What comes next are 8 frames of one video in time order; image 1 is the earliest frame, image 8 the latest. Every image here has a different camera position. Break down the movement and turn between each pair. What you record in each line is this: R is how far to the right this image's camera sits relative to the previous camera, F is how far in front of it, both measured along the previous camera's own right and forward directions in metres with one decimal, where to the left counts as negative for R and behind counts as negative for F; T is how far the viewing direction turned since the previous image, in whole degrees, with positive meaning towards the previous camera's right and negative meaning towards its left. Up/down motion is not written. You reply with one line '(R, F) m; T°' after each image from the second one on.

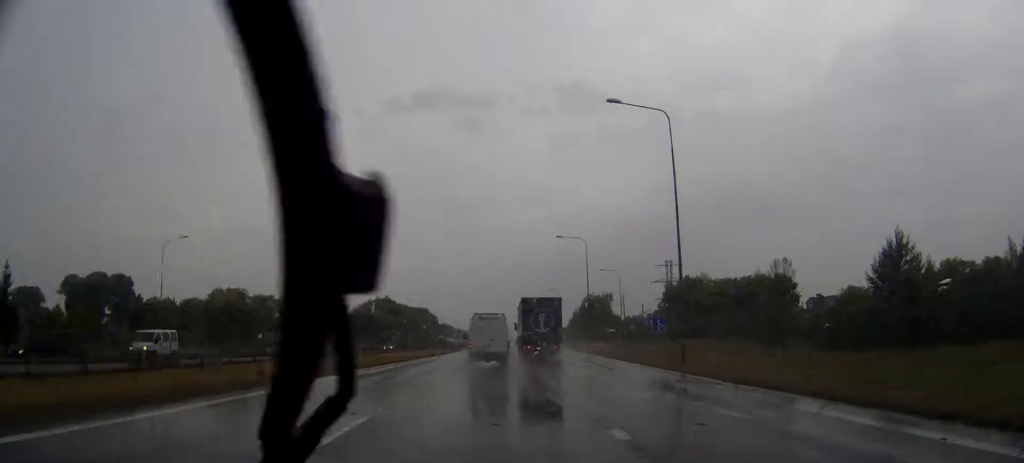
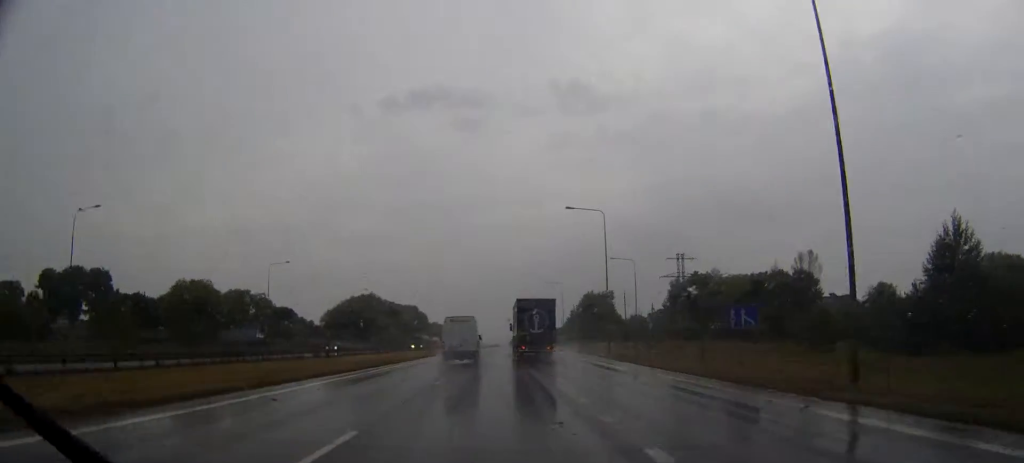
(+0.2, +17.8) m; +1°
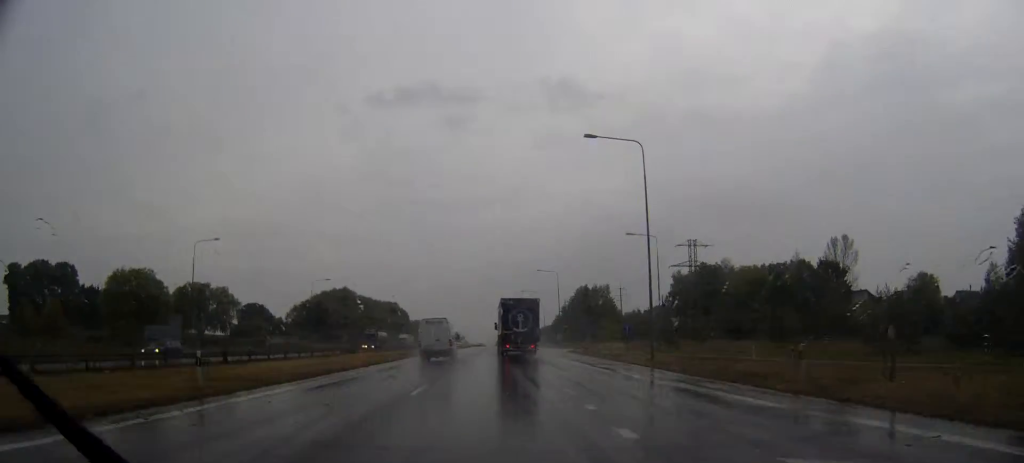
(+0.1, +22.3) m; +1°
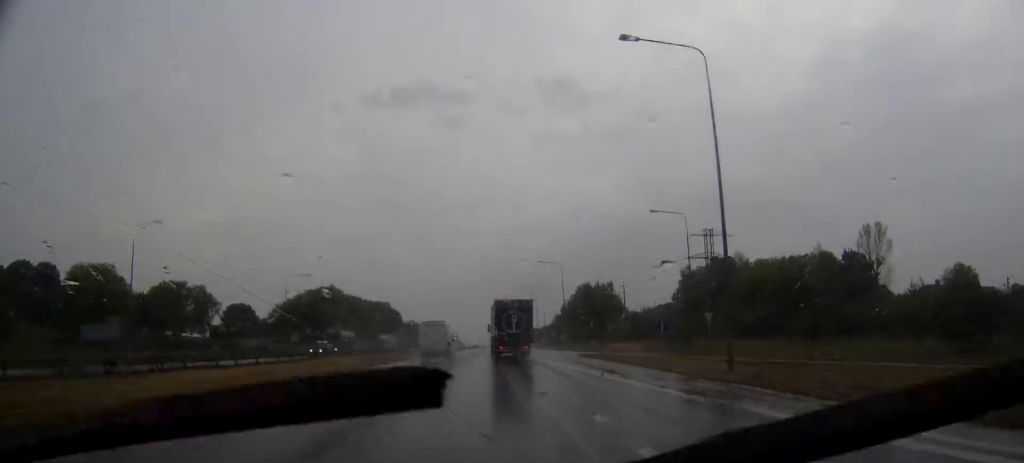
(0.0, +14.1) m; 0°
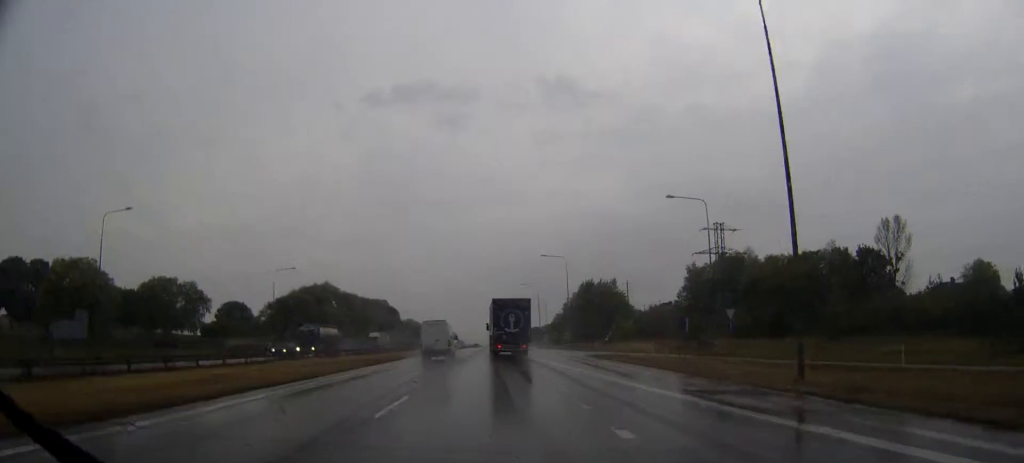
(0.0, +6.4) m; 0°
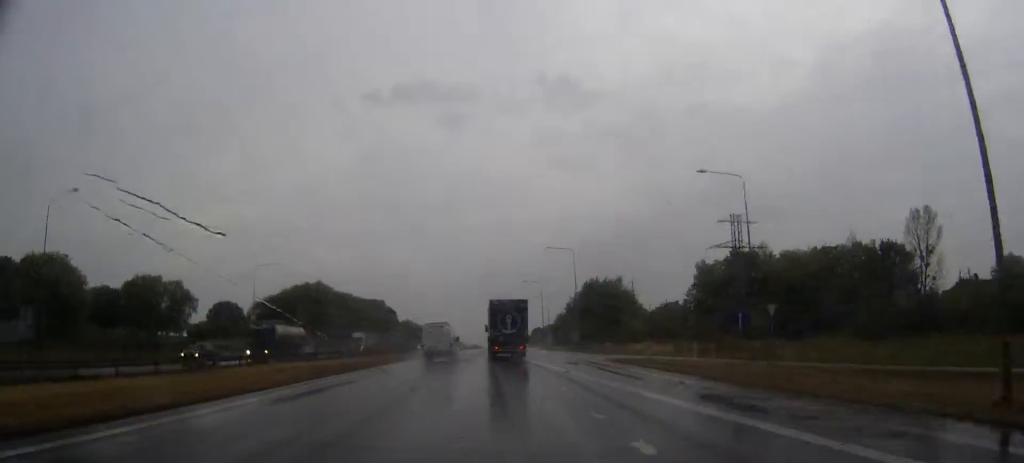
(0.0, +9.3) m; 0°
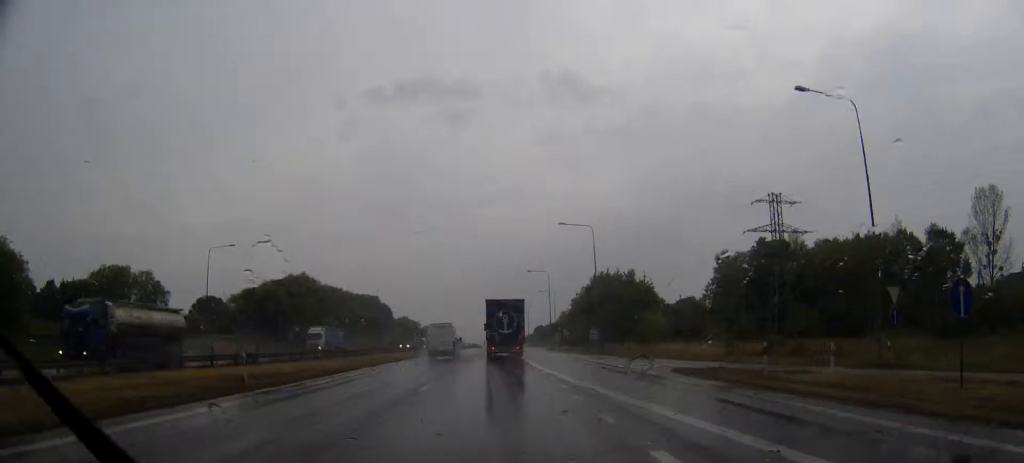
(0.0, +17.0) m; 0°
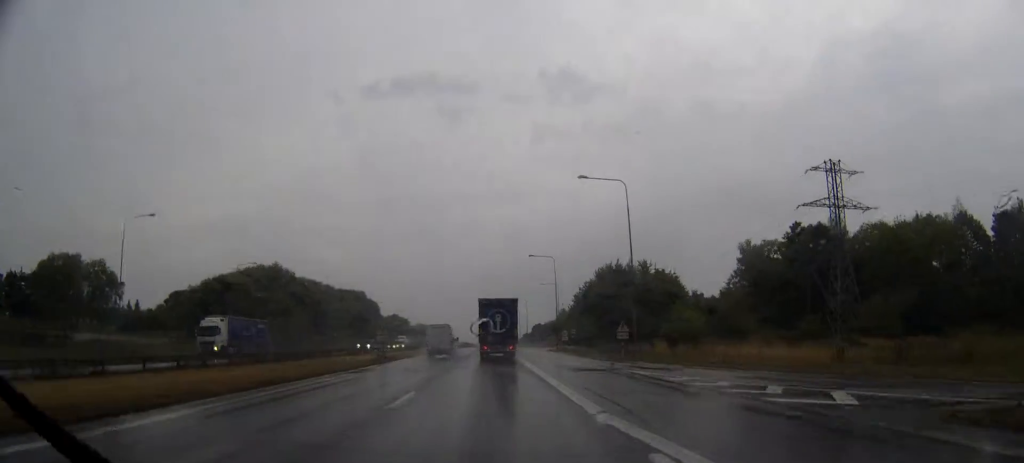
(+0.1, +20.1) m; 0°
